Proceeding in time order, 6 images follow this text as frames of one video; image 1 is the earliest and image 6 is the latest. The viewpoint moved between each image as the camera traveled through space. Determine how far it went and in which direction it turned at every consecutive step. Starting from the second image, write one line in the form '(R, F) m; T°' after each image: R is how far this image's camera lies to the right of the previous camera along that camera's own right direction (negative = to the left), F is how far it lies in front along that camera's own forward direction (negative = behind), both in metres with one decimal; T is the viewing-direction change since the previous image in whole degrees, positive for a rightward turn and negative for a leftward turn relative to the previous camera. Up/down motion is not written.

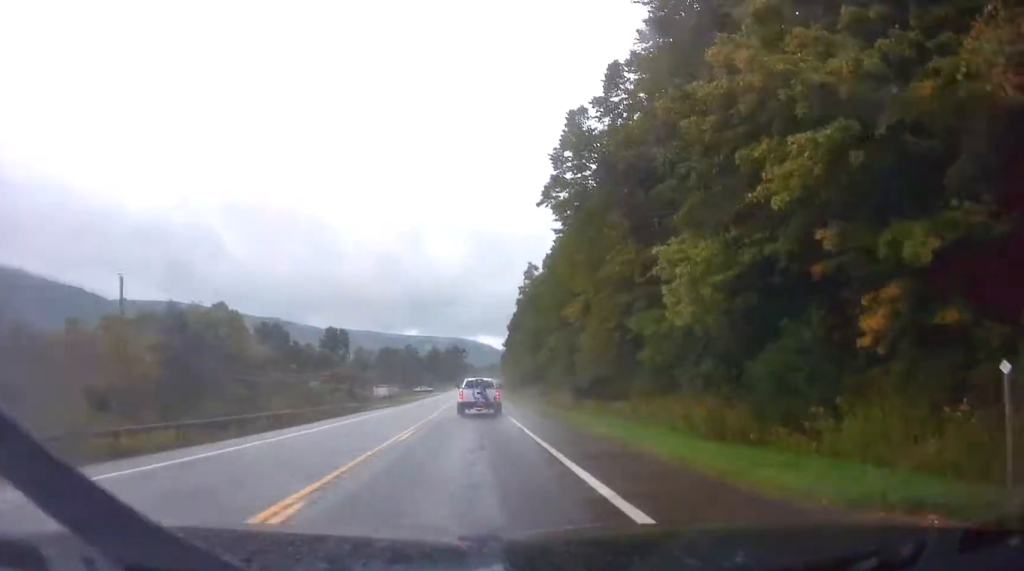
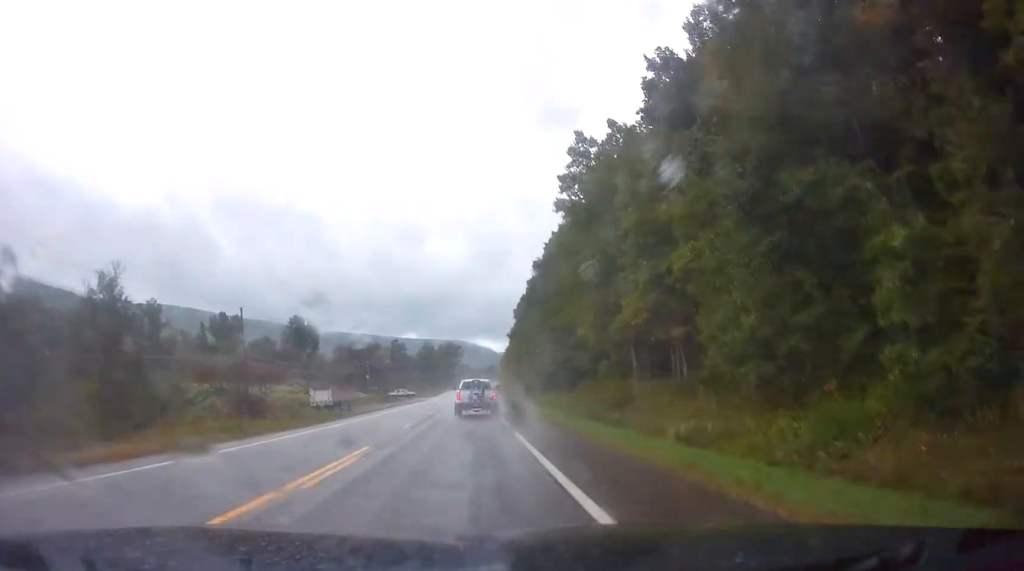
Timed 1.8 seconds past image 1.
(0.0, +43.2) m; +1°
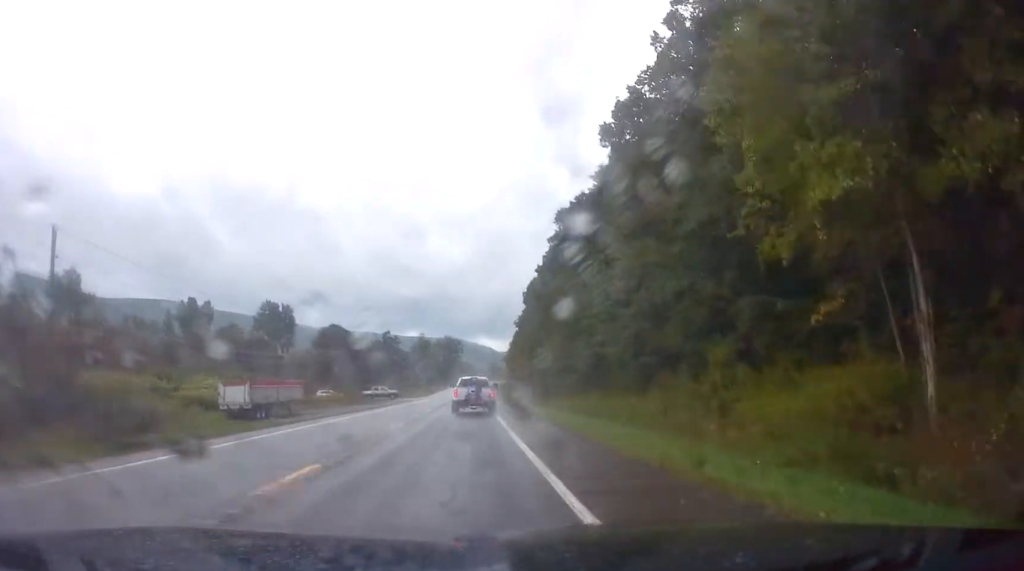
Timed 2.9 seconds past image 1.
(+0.2, +27.0) m; 0°
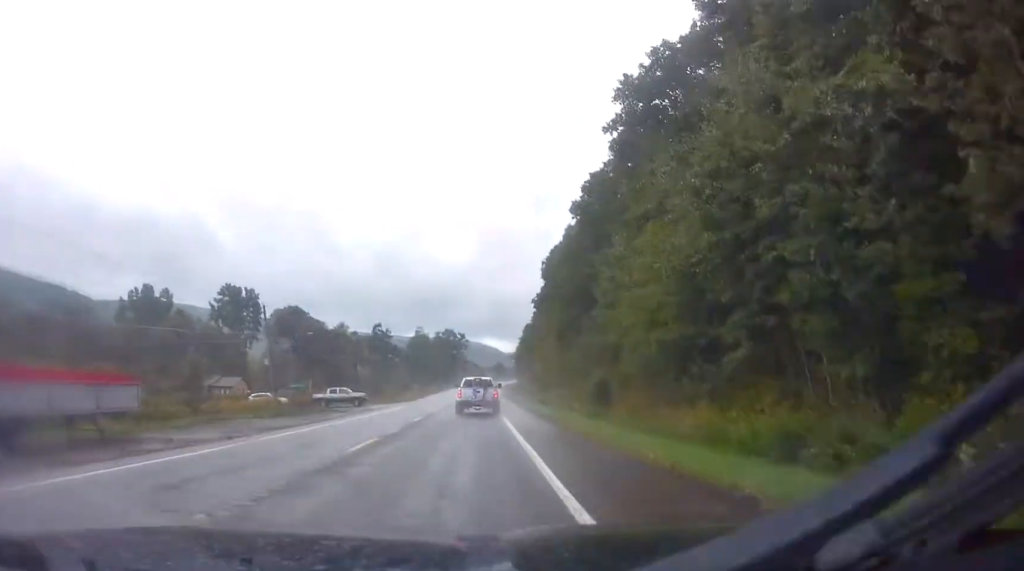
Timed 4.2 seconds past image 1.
(-0.4, +31.3) m; +1°
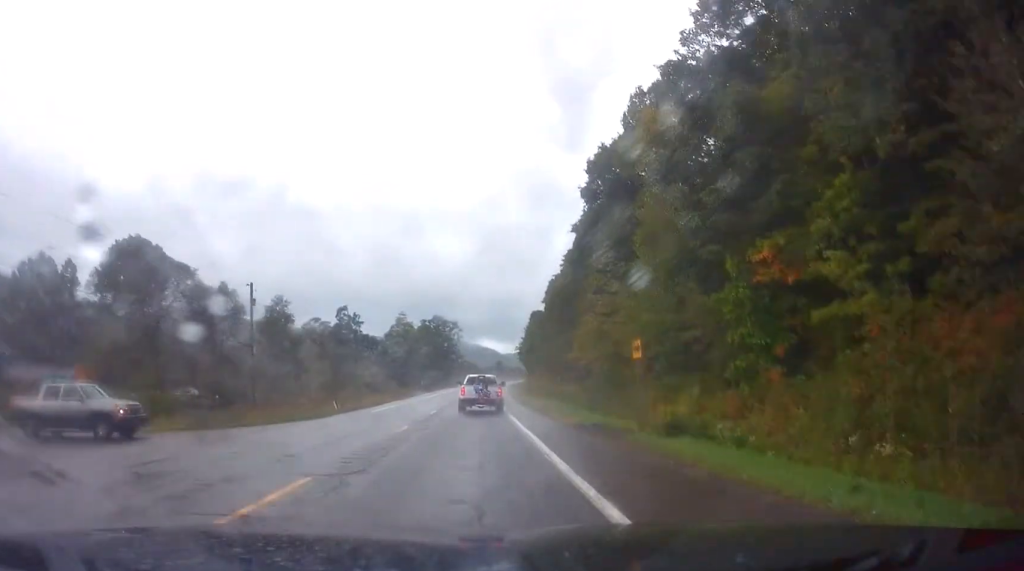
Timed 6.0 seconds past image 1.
(+1.3, +44.7) m; 0°
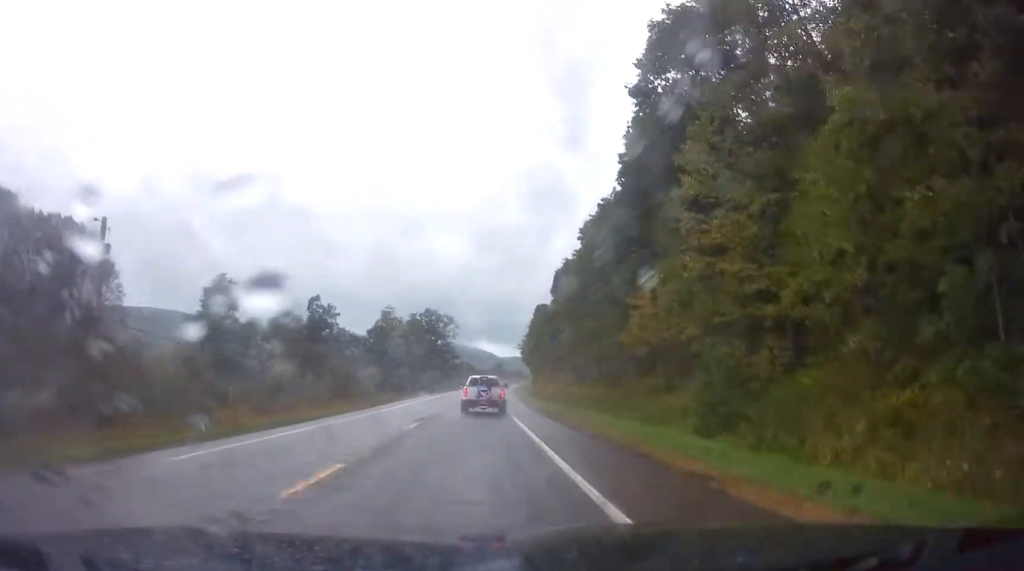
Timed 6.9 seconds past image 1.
(-0.3, +23.2) m; 0°
